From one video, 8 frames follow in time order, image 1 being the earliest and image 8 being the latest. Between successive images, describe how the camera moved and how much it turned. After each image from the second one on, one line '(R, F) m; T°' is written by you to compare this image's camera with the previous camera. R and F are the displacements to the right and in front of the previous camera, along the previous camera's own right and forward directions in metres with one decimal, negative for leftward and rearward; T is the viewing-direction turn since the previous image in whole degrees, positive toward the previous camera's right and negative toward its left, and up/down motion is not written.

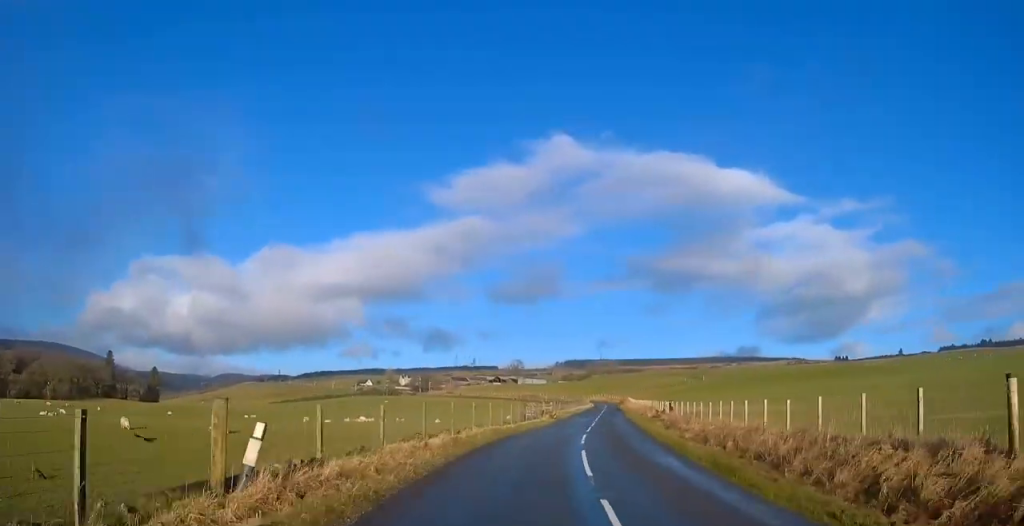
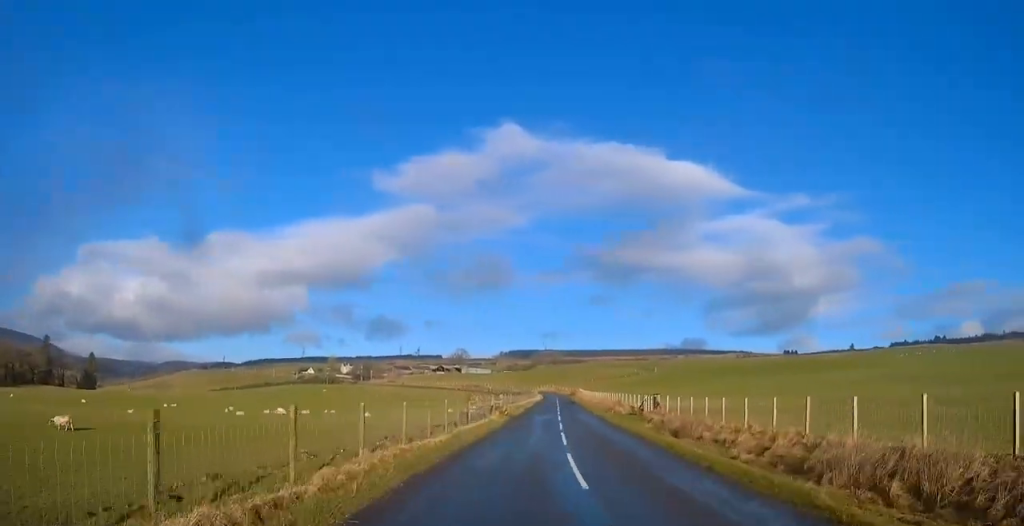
(+0.7, +10.9) m; +4°
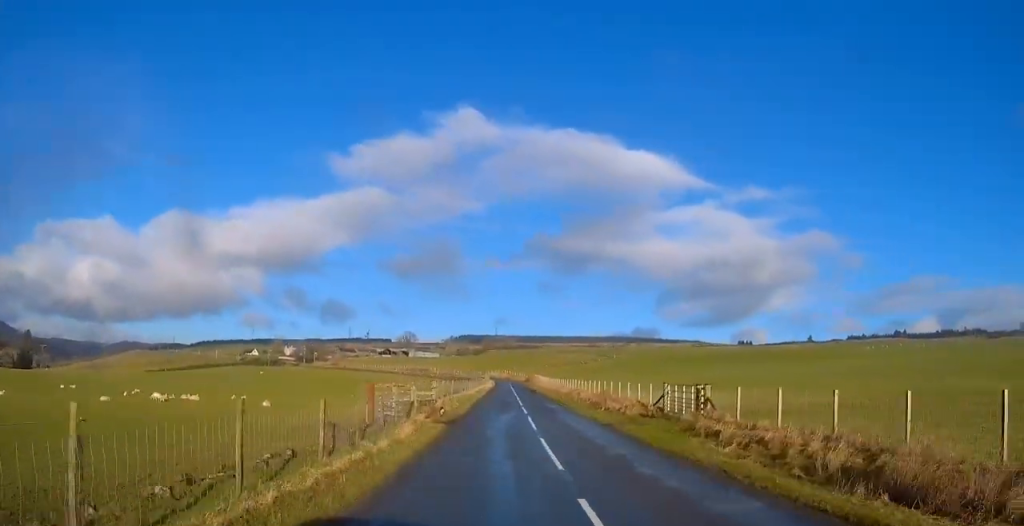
(0.0, +16.4) m; 0°
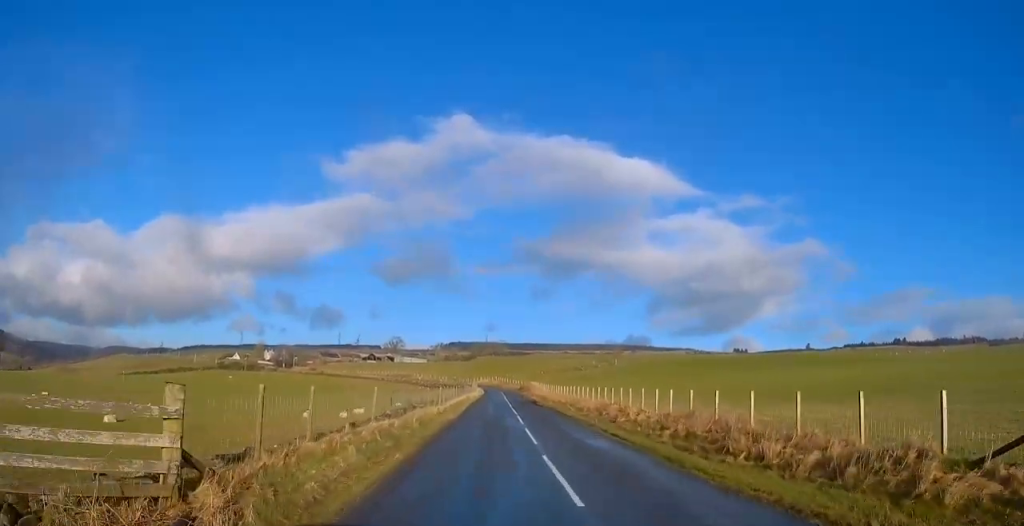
(0.0, +20.9) m; +1°
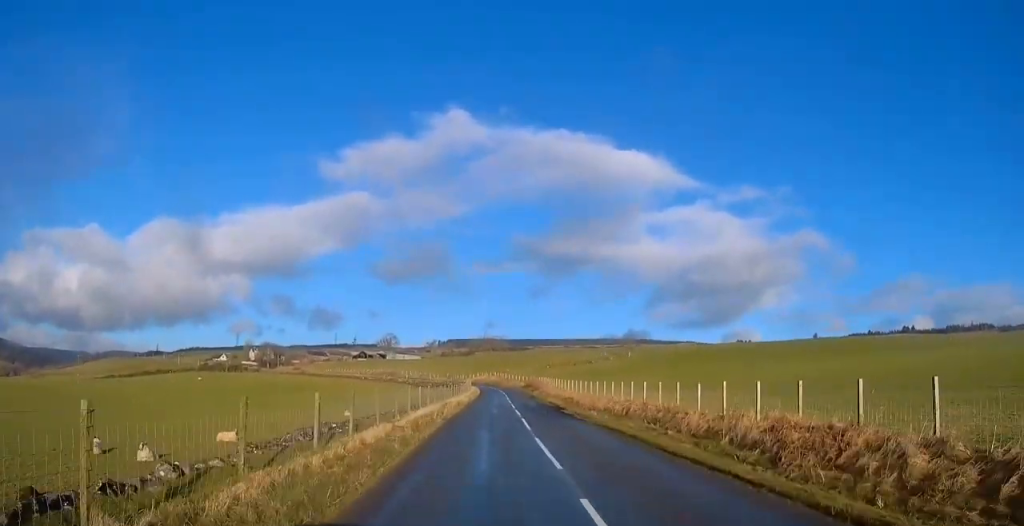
(+0.7, +23.4) m; +3°
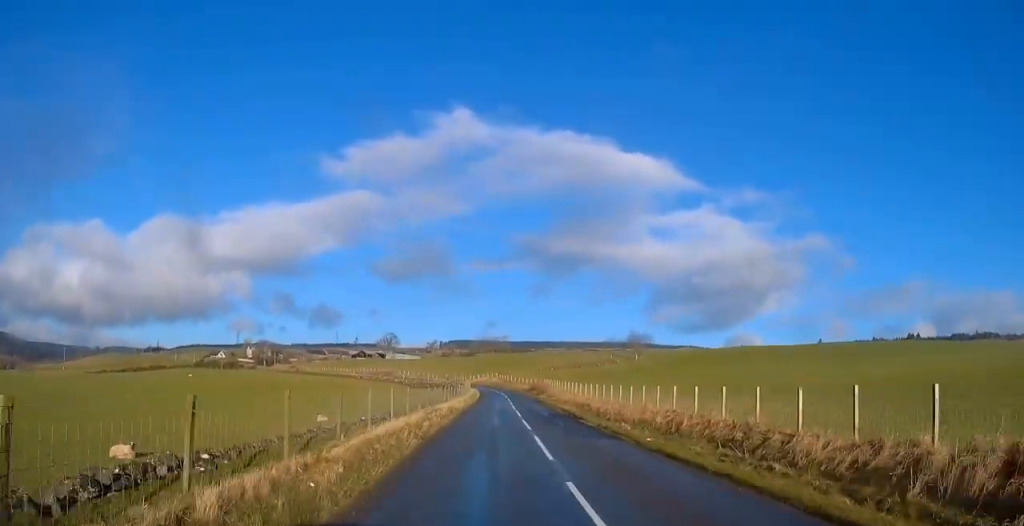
(0.0, +7.4) m; 0°
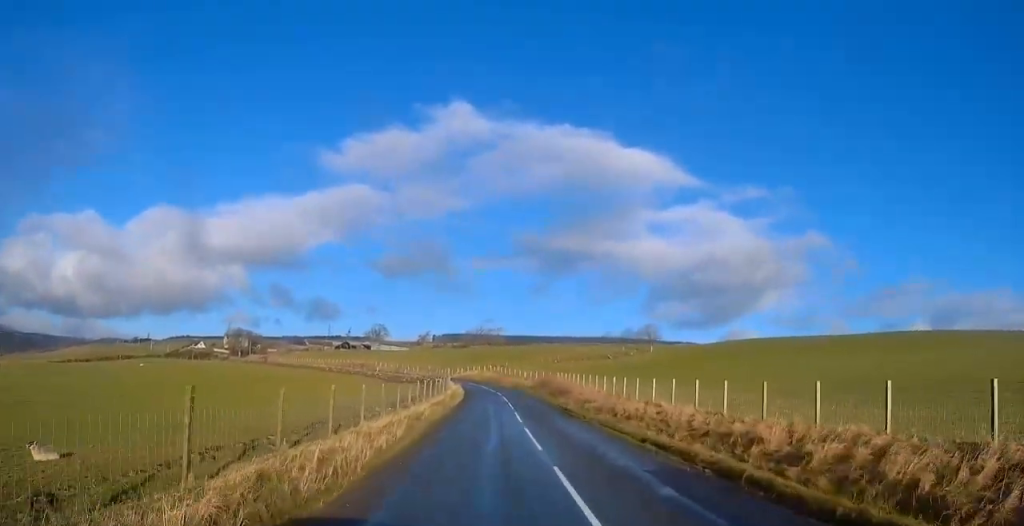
(0.0, +25.7) m; -2°
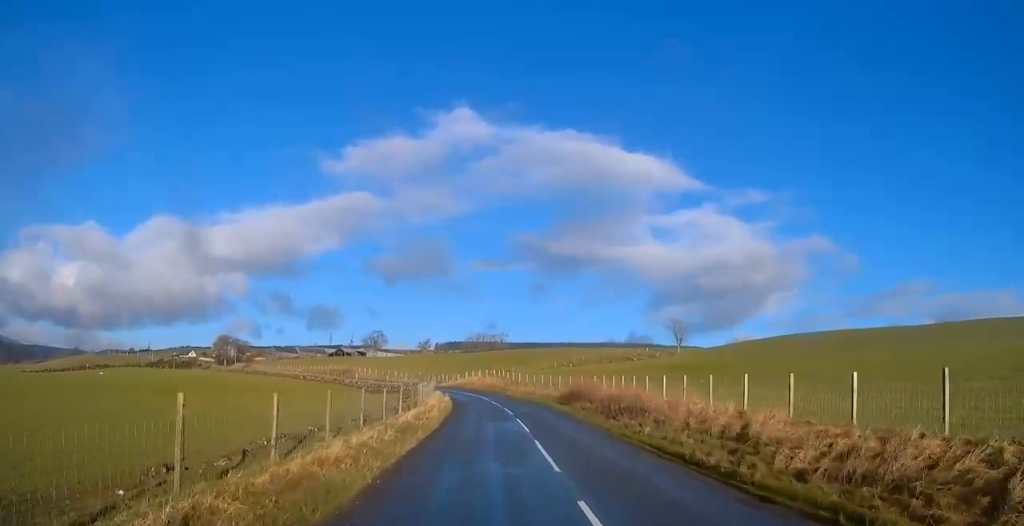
(-0.8, +21.6) m; -2°
